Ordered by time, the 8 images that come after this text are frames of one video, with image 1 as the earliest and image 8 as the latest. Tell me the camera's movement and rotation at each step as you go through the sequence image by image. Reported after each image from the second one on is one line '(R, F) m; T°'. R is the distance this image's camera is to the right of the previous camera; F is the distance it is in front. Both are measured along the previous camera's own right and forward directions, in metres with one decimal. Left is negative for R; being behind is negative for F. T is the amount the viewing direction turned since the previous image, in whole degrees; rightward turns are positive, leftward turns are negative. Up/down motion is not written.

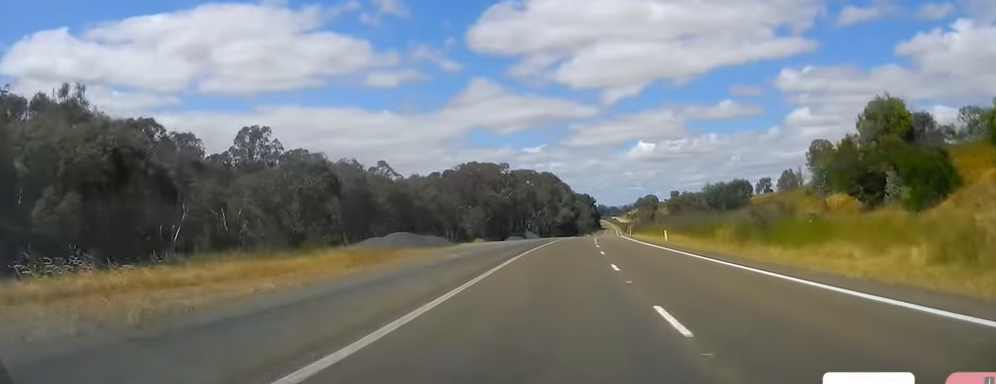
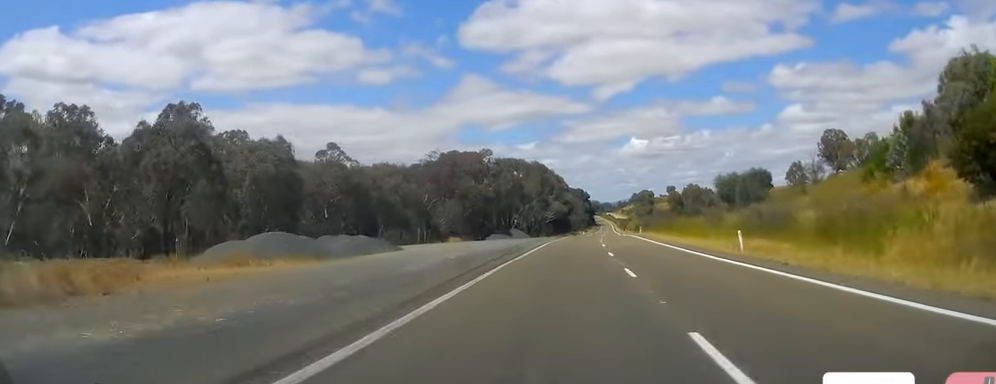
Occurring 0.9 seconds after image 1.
(+0.3, +27.3) m; +1°
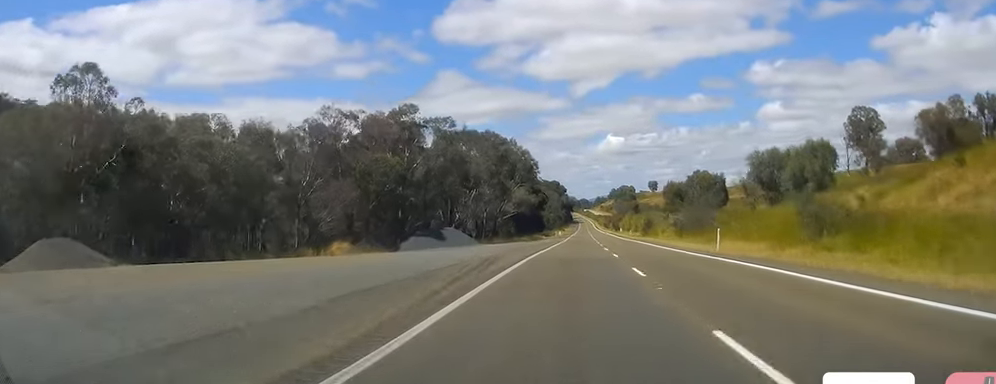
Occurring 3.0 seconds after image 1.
(+1.5, +60.6) m; +3°
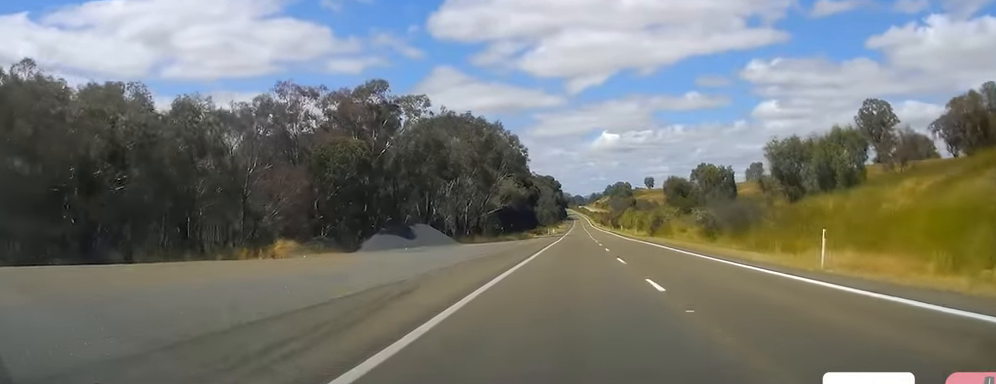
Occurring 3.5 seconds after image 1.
(+0.2, +15.7) m; +1°
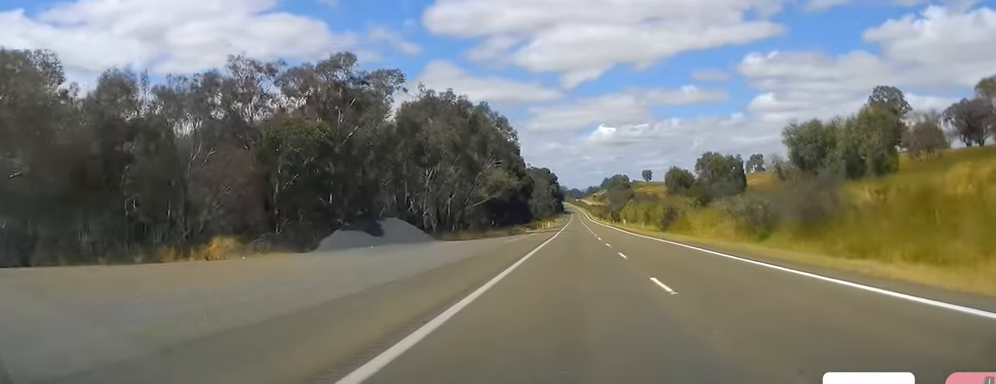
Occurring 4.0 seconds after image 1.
(0.0, +12.8) m; 0°
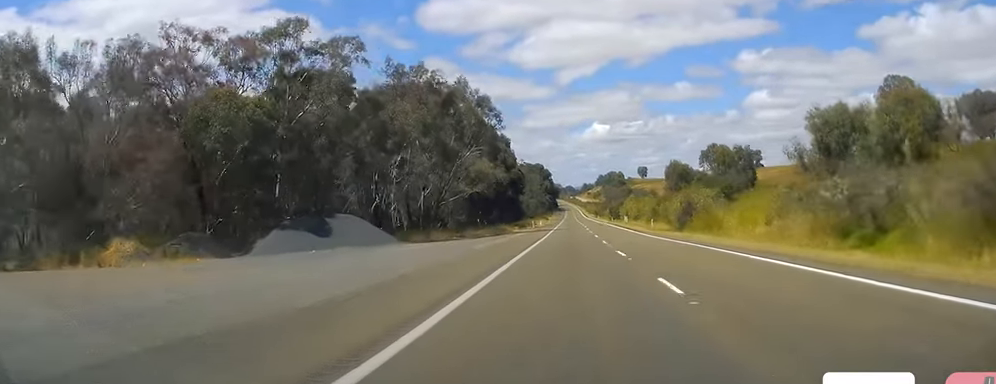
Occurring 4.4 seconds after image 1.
(0.0, +13.7) m; 0°
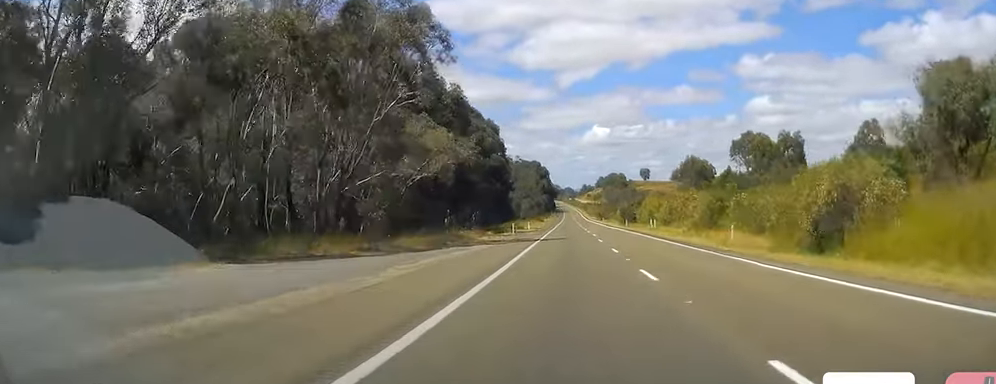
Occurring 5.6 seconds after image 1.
(0.0, +33.4) m; 0°
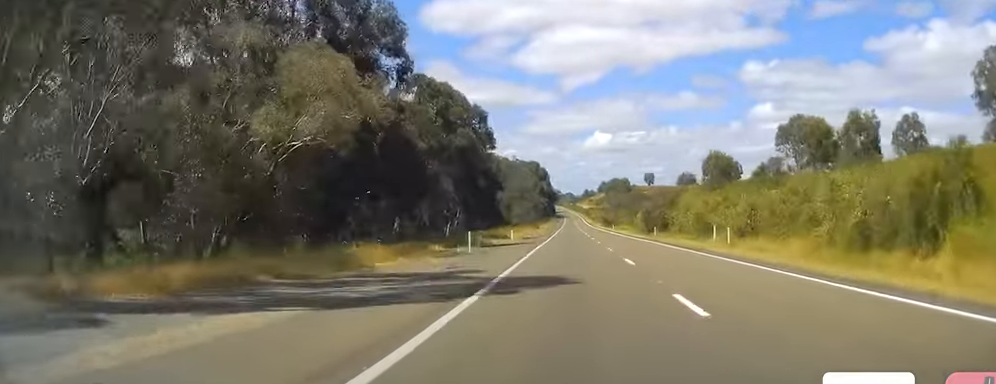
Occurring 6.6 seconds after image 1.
(0.0, +29.7) m; 0°
